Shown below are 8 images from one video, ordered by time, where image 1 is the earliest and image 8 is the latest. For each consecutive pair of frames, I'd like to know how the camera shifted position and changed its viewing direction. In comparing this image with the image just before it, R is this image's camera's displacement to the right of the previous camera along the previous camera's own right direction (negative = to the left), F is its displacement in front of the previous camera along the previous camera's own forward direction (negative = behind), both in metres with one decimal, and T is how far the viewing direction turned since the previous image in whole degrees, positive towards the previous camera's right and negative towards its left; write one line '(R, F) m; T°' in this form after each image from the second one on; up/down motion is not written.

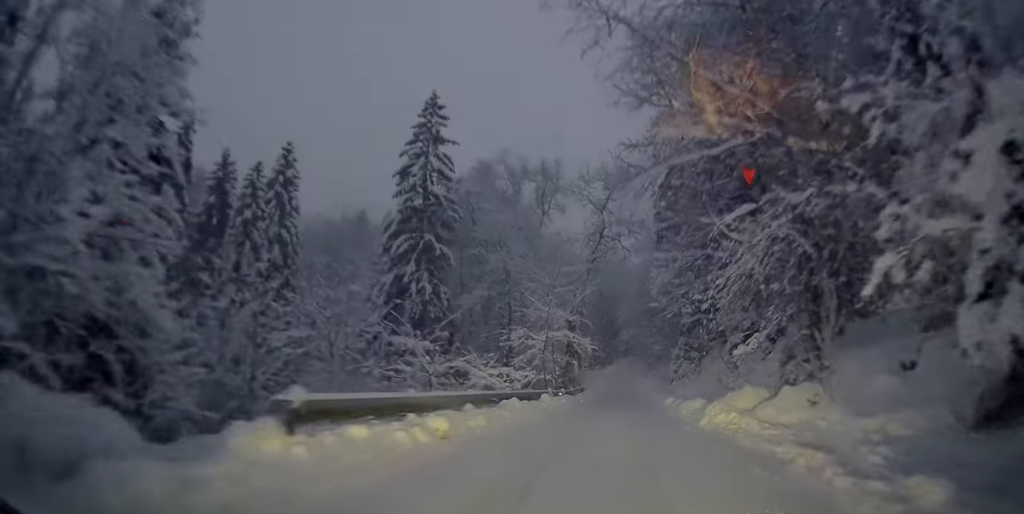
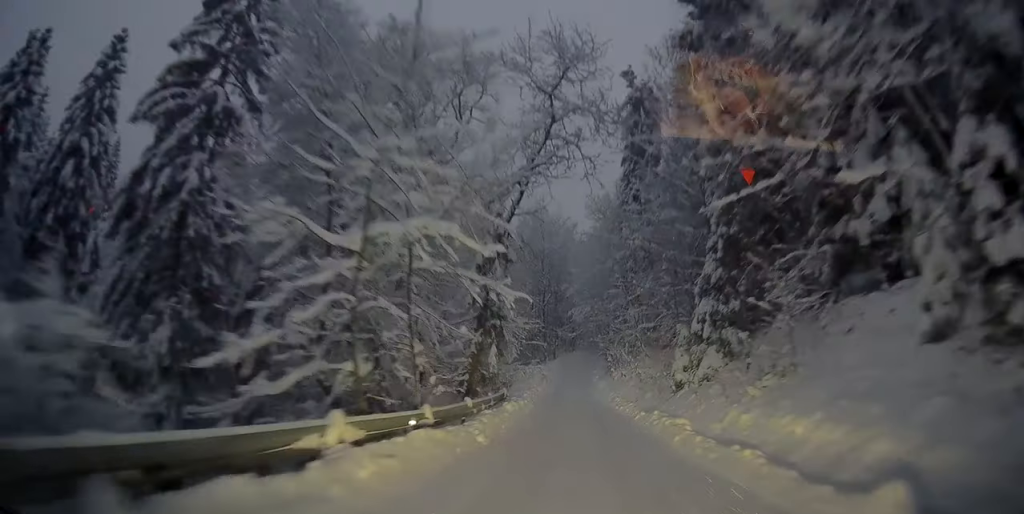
(+1.0, +17.1) m; +6°
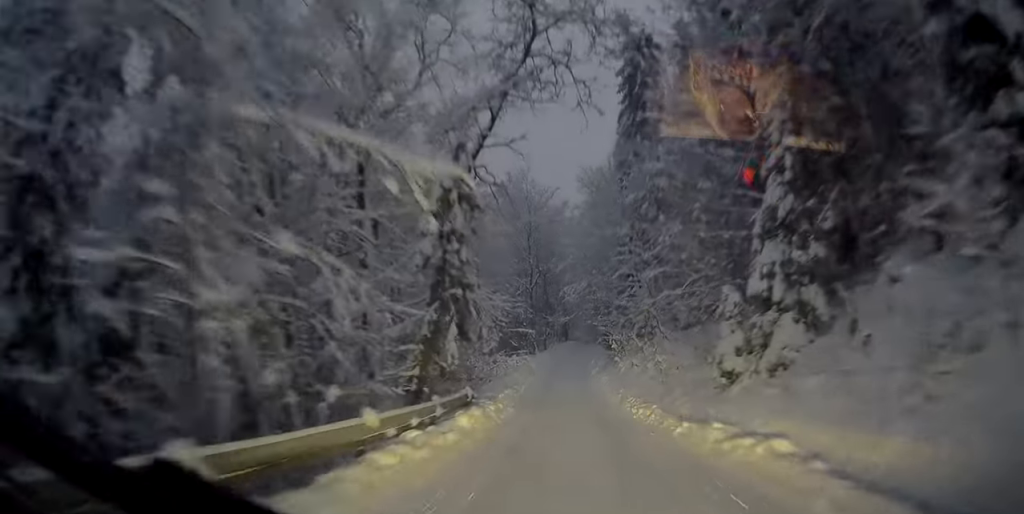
(+0.1, +5.4) m; +2°
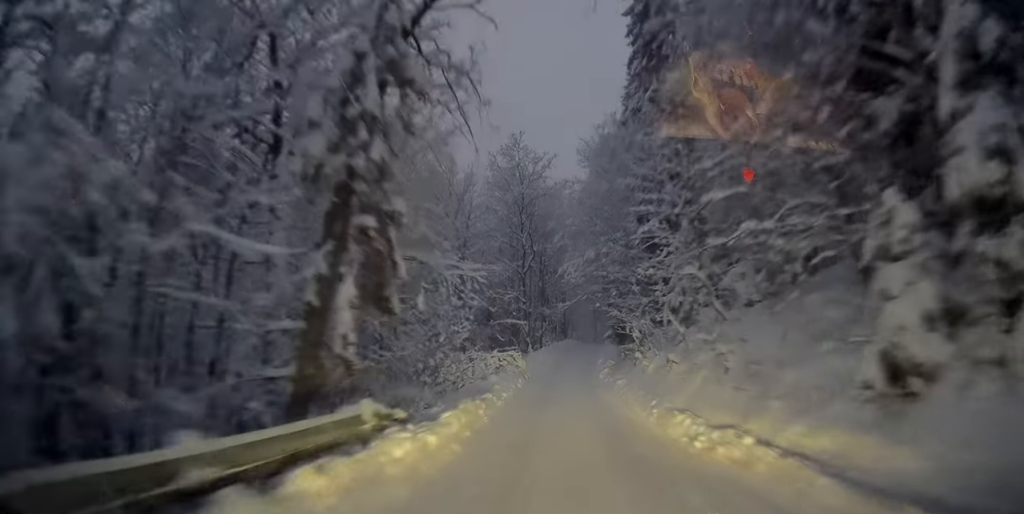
(+0.2, +5.9) m; +2°
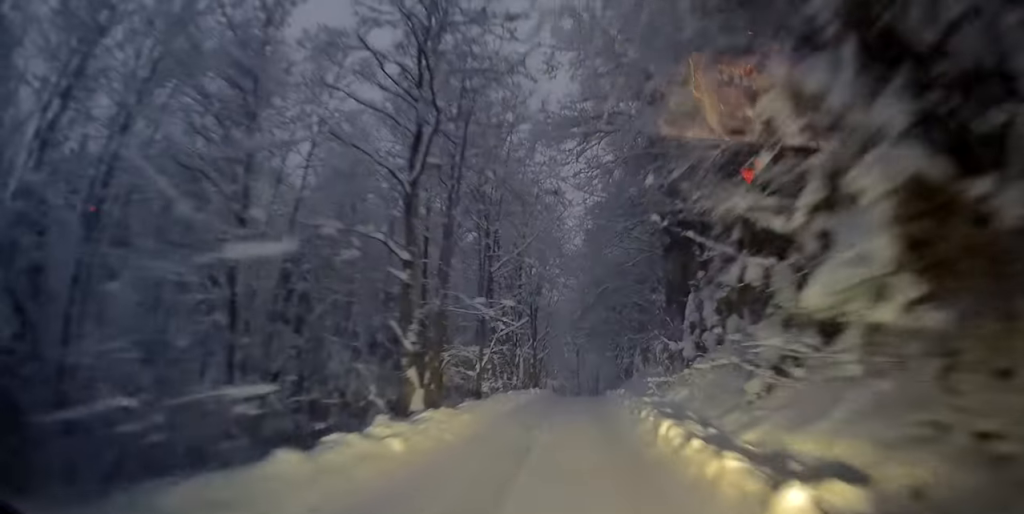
(+1.2, +19.0) m; +7°
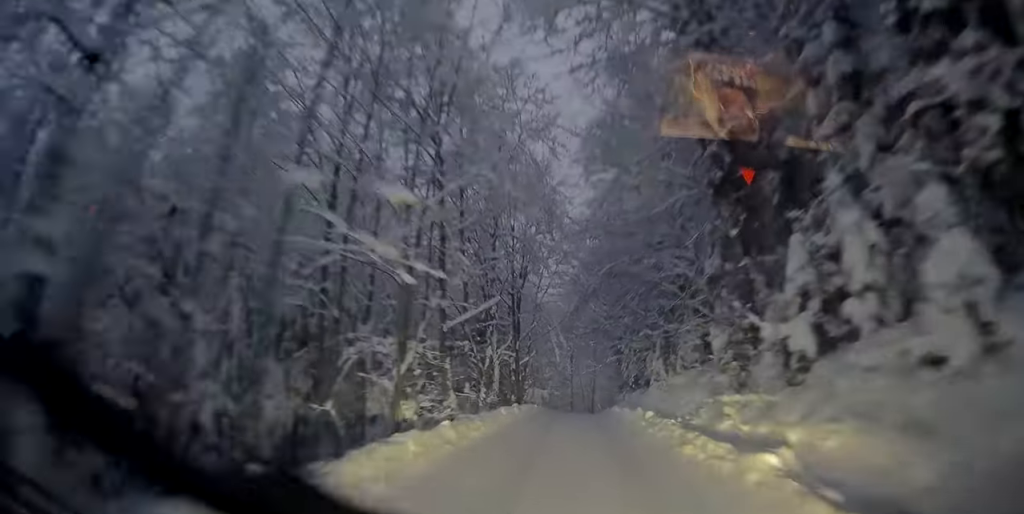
(+0.2, +7.4) m; +1°
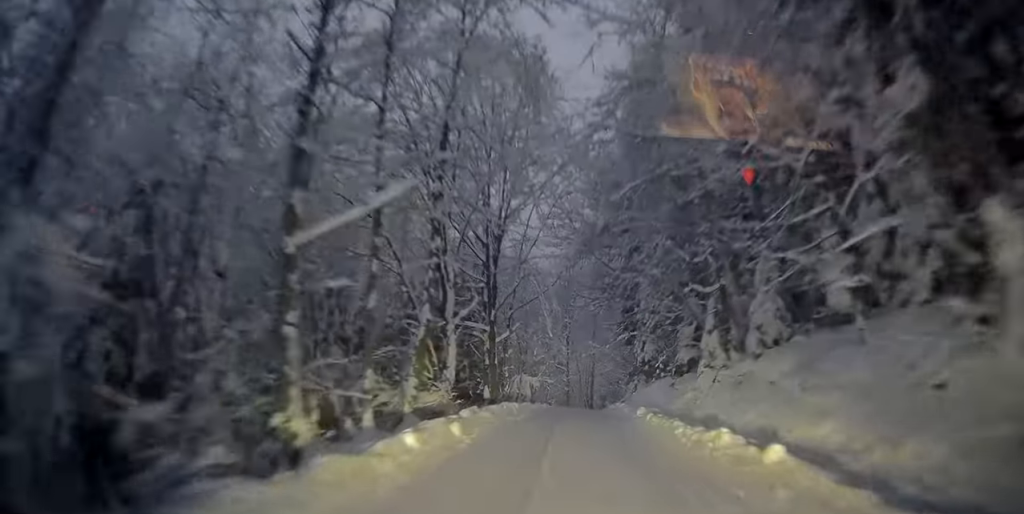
(0.0, +8.3) m; 0°
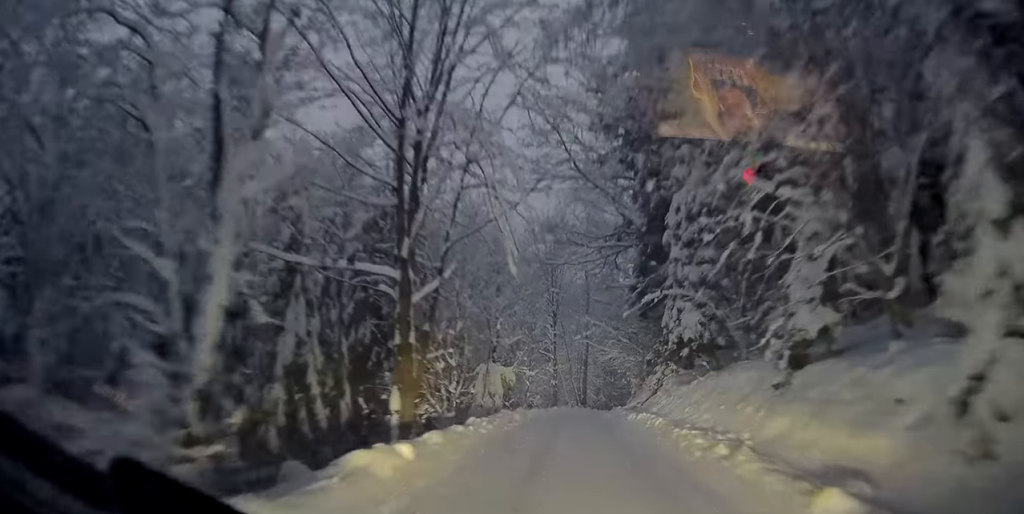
(0.0, +10.9) m; -1°
